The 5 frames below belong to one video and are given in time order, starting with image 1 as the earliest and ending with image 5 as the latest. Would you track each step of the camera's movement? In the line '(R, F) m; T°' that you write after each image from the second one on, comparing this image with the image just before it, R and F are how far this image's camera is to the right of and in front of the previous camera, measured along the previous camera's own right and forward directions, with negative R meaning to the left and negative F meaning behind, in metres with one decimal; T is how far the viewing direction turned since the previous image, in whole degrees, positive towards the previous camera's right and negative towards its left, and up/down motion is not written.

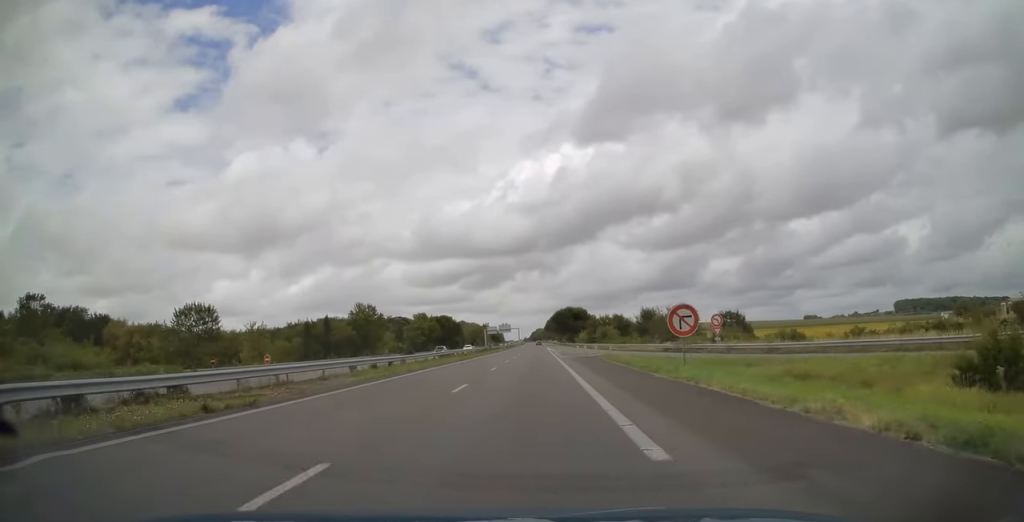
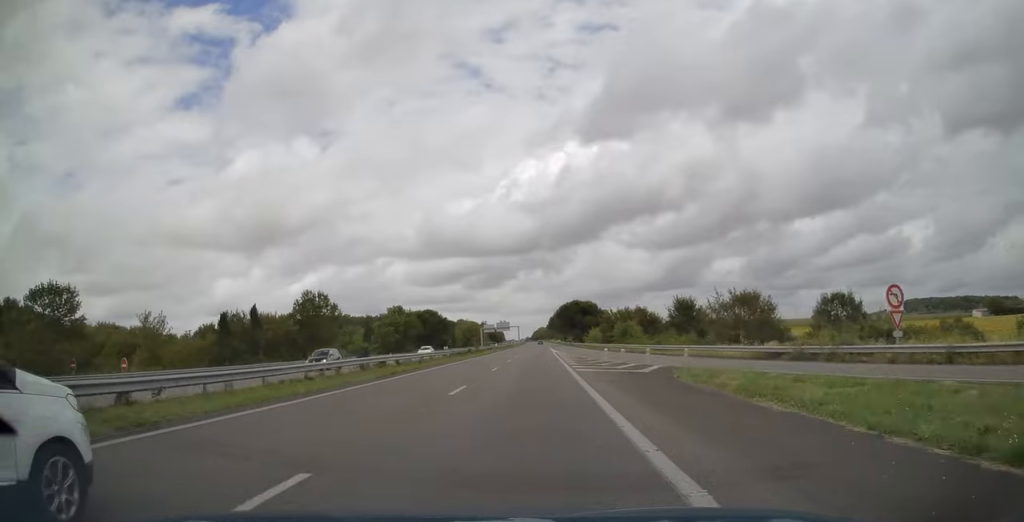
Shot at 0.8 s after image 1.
(-0.1, +26.2) m; 0°
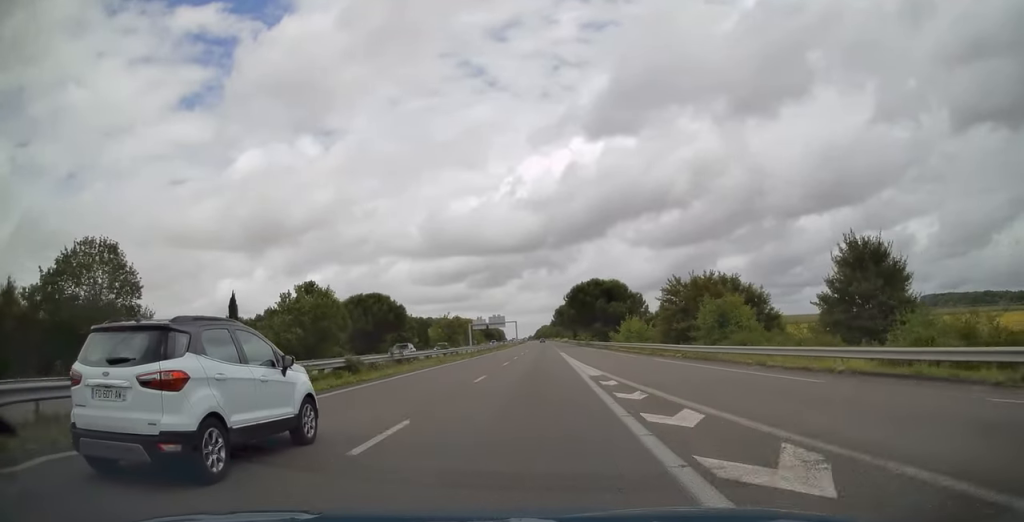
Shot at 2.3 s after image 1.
(0.0, +47.0) m; 0°
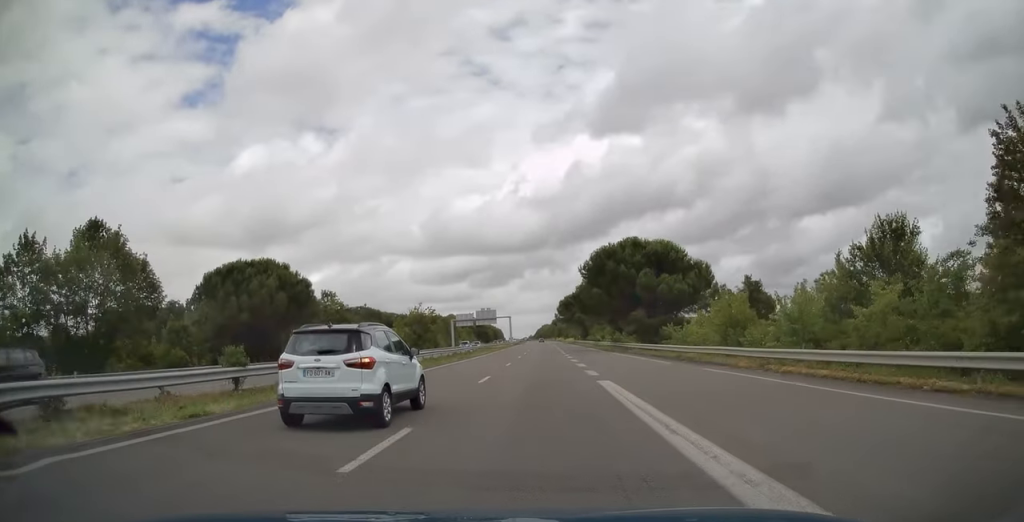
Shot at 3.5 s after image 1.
(-0.1, +39.6) m; 0°
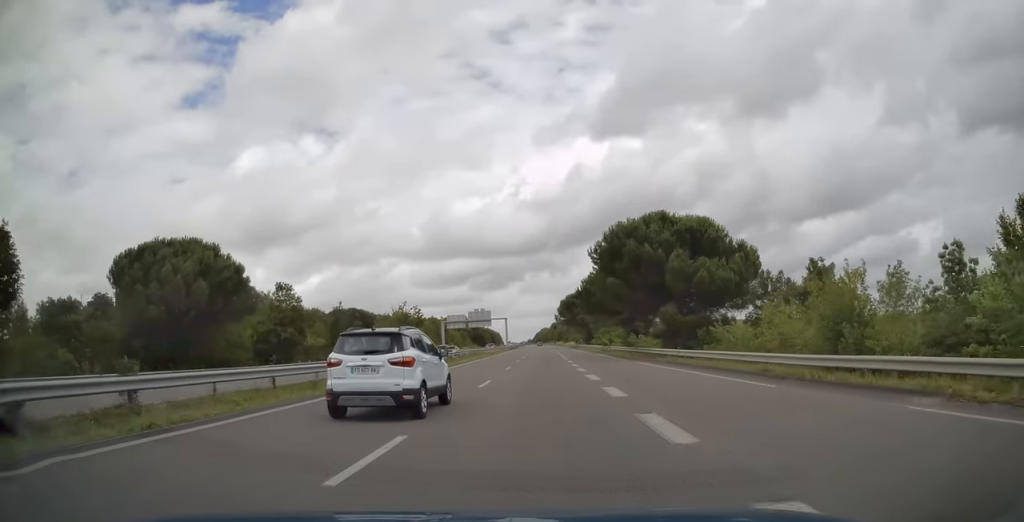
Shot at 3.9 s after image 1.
(0.0, +13.4) m; 0°
